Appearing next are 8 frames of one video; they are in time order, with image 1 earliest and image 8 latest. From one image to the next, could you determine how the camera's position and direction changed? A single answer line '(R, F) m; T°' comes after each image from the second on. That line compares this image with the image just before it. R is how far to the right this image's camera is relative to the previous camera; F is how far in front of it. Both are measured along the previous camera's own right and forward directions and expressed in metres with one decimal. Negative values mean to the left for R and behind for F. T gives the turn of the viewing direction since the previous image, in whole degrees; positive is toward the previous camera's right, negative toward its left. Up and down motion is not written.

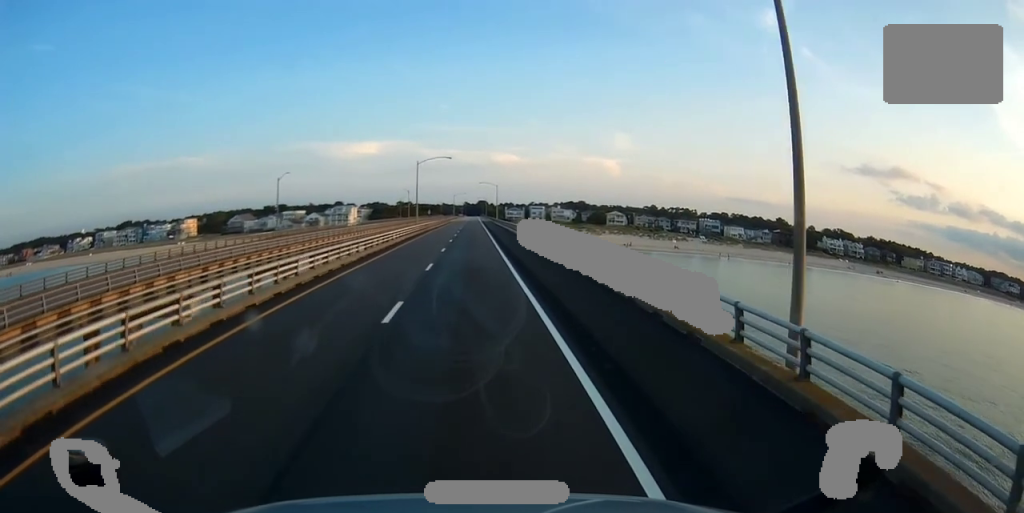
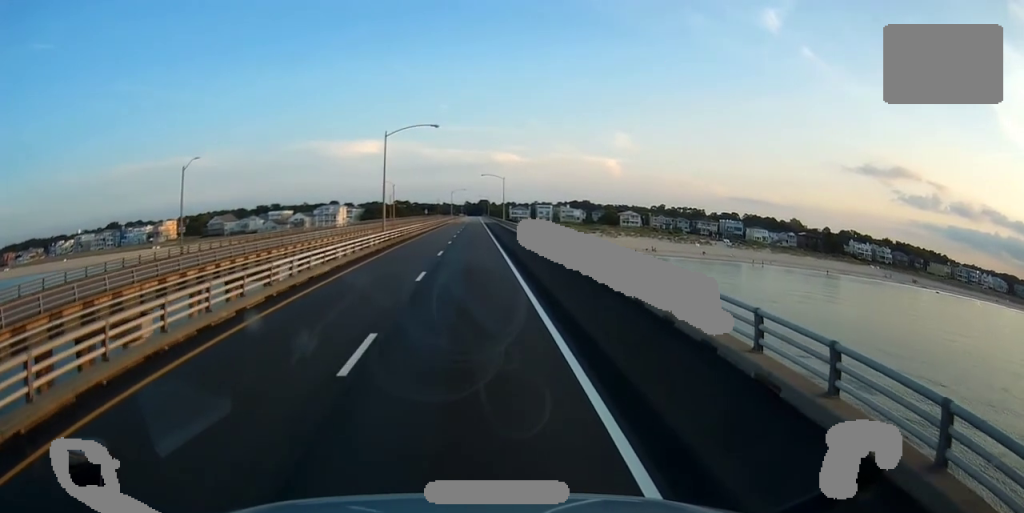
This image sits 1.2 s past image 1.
(+0.1, +29.2) m; +1°
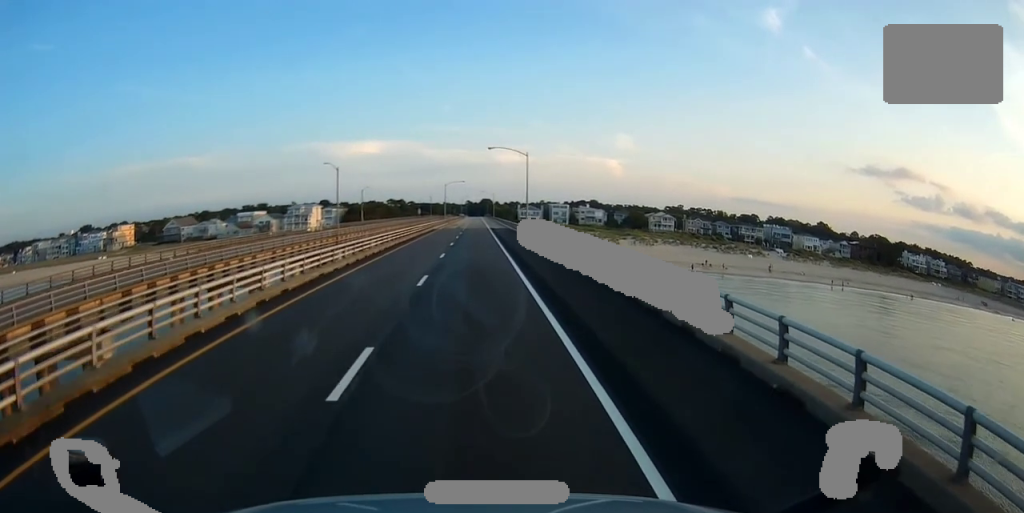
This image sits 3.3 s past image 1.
(0.0, +50.5) m; -1°
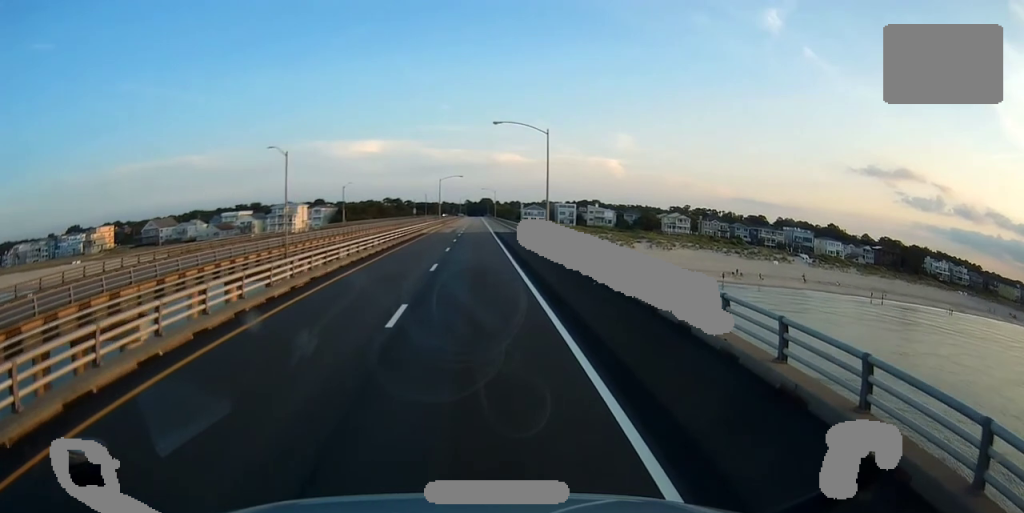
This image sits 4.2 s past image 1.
(+0.1, +19.6) m; 0°
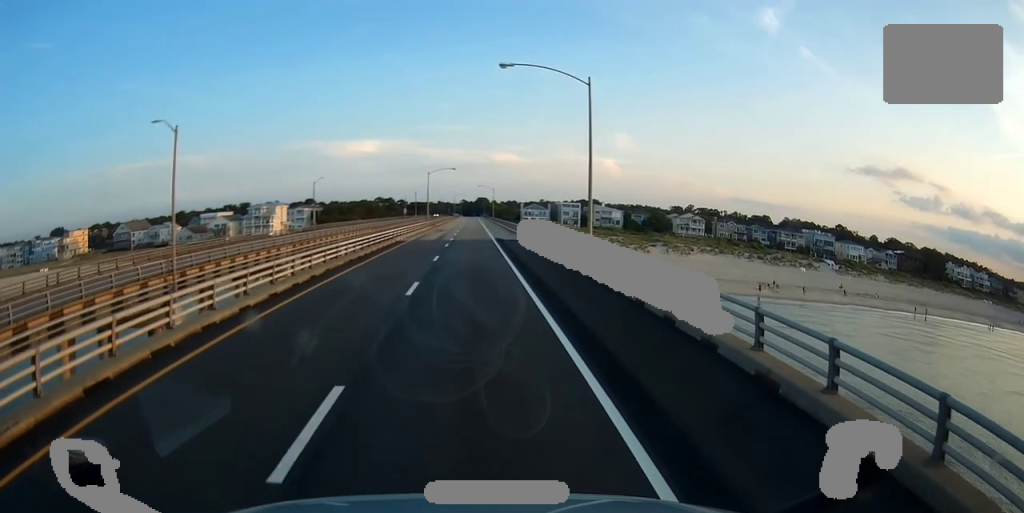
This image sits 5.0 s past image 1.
(+0.1, +19.3) m; -1°
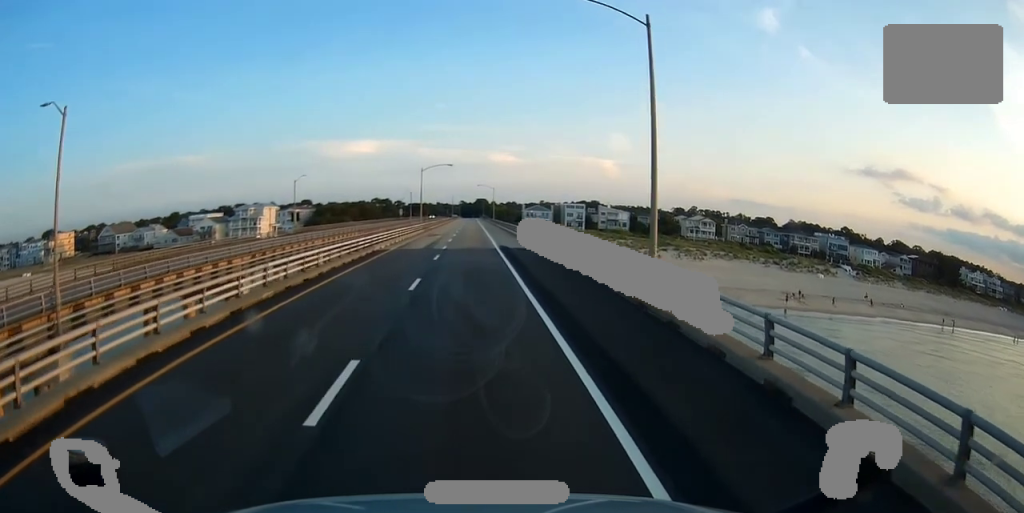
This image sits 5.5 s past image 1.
(-0.2, +10.9) m; +1°
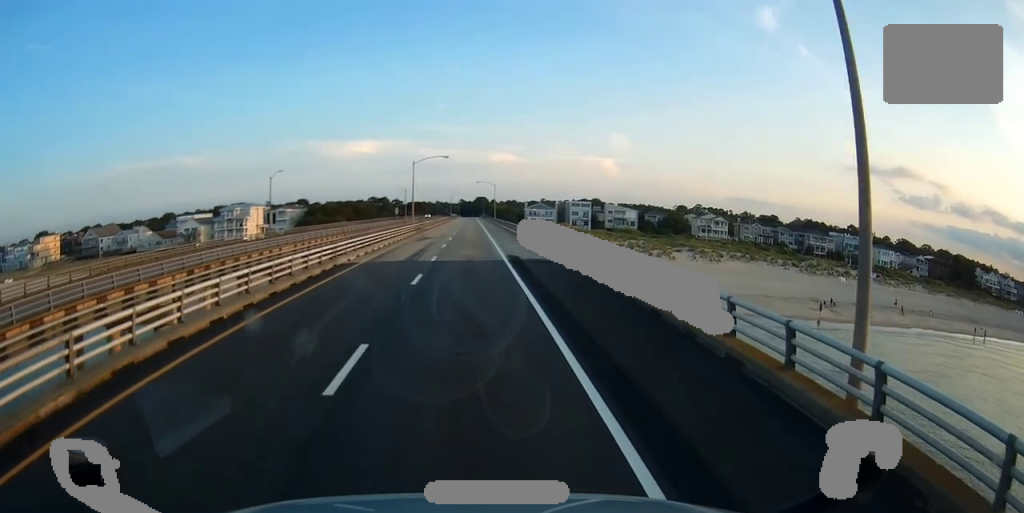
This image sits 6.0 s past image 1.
(-0.3, +10.9) m; +1°
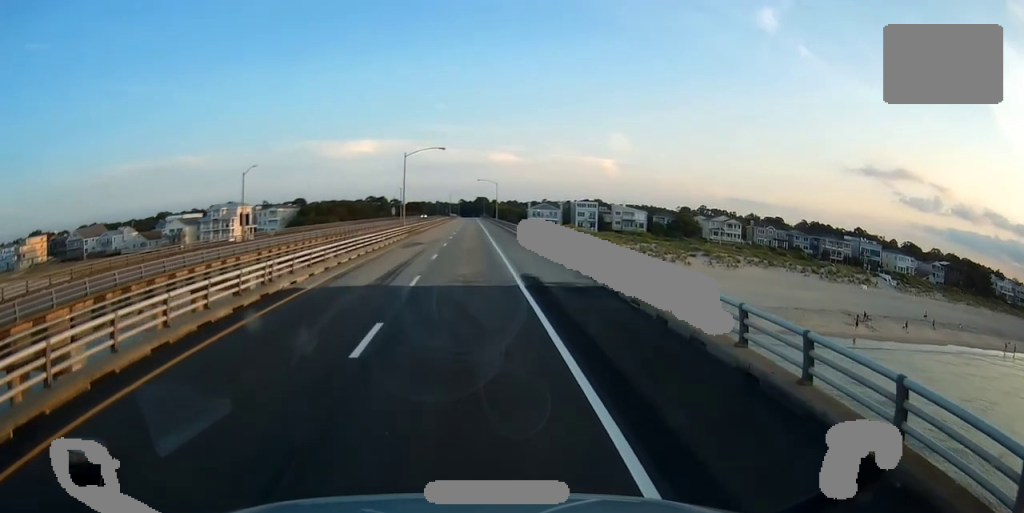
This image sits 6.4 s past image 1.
(+0.4, +9.9) m; +1°
